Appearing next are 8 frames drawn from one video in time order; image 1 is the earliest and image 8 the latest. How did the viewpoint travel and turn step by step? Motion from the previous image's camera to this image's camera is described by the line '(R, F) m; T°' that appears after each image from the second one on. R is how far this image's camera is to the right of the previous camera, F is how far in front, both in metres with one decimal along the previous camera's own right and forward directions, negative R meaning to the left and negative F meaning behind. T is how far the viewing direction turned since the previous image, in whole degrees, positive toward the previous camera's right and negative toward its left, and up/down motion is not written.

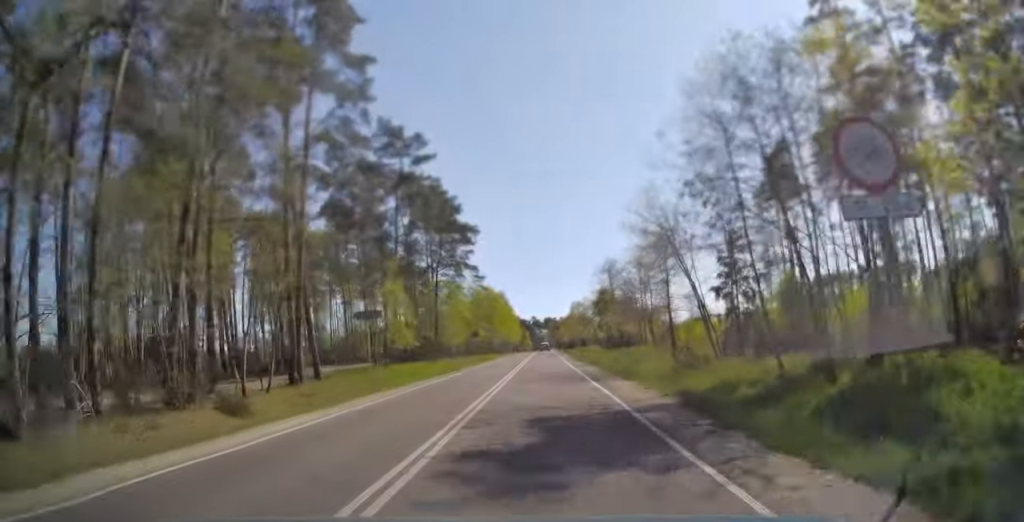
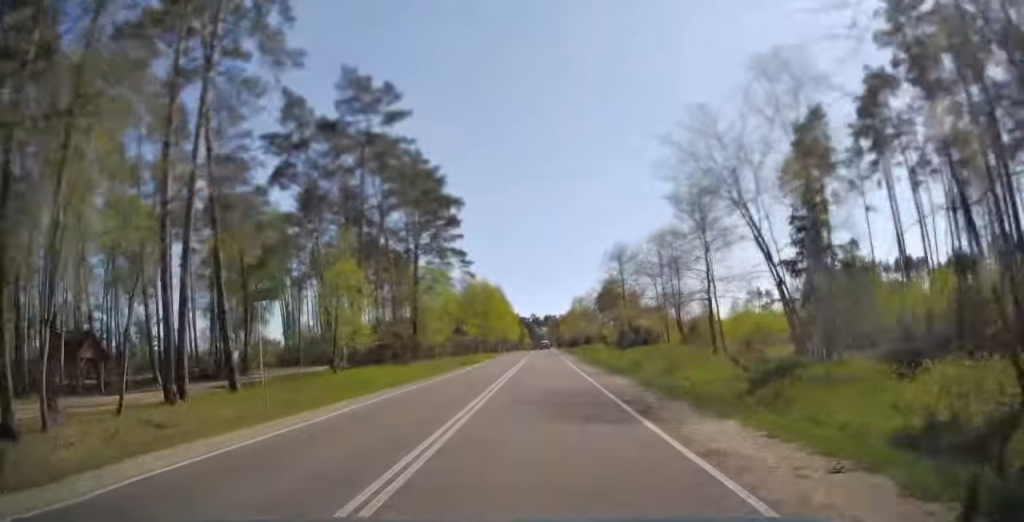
(0.0, +10.6) m; 0°
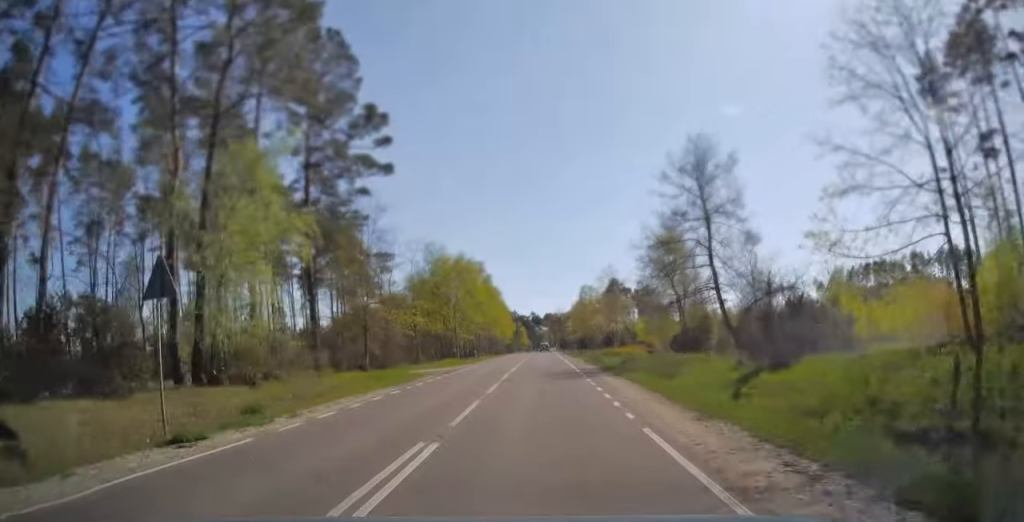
(0.0, +35.8) m; 0°
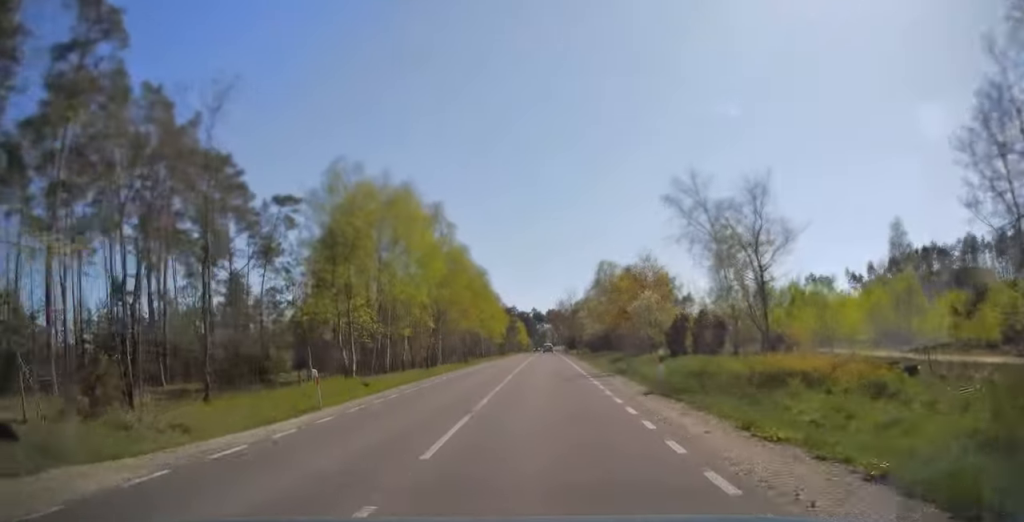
(-0.1, +38.1) m; 0°
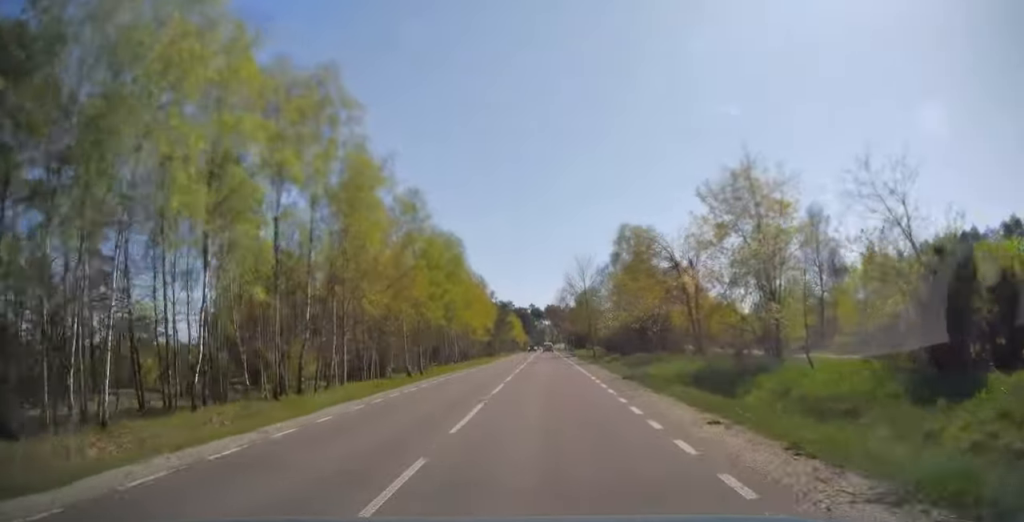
(+0.1, +27.5) m; 0°
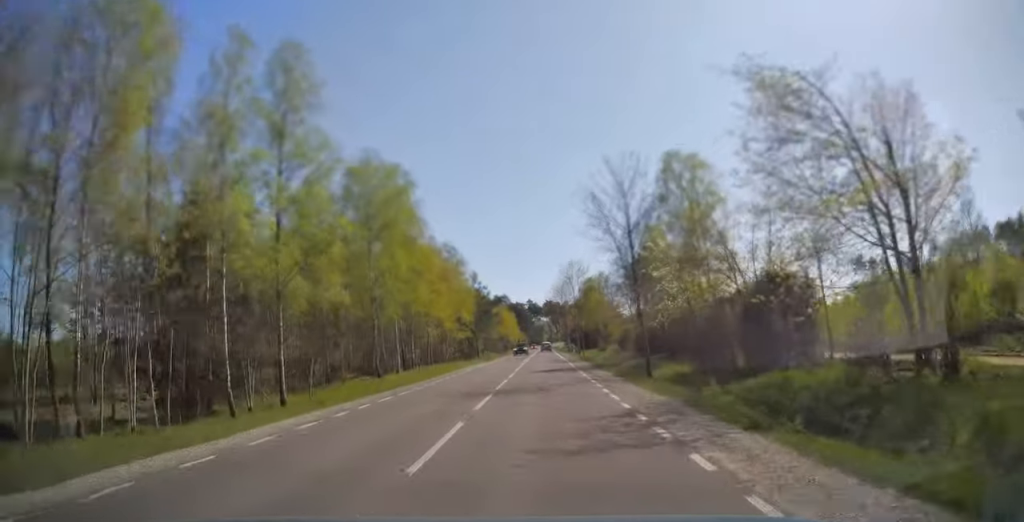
(-0.1, +26.2) m; 0°
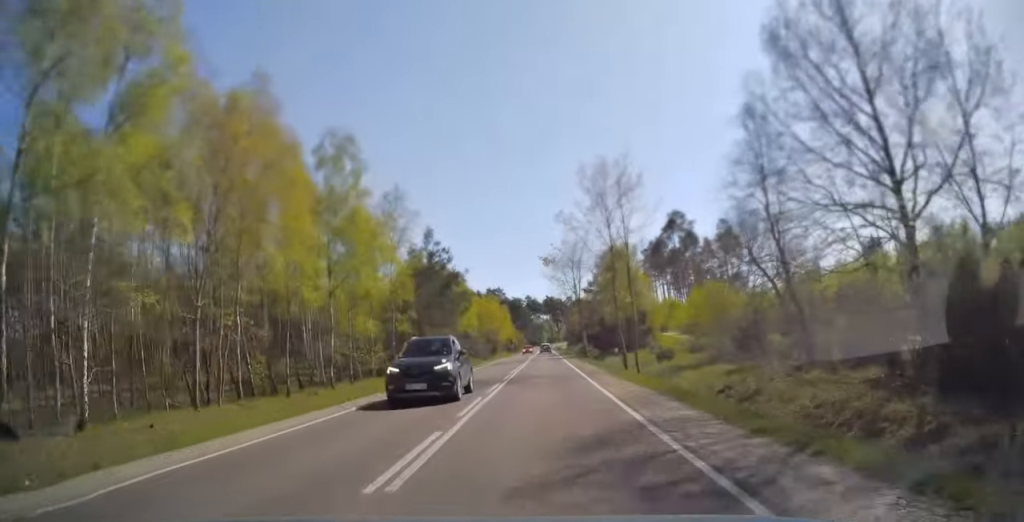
(+0.1, +36.1) m; 0°
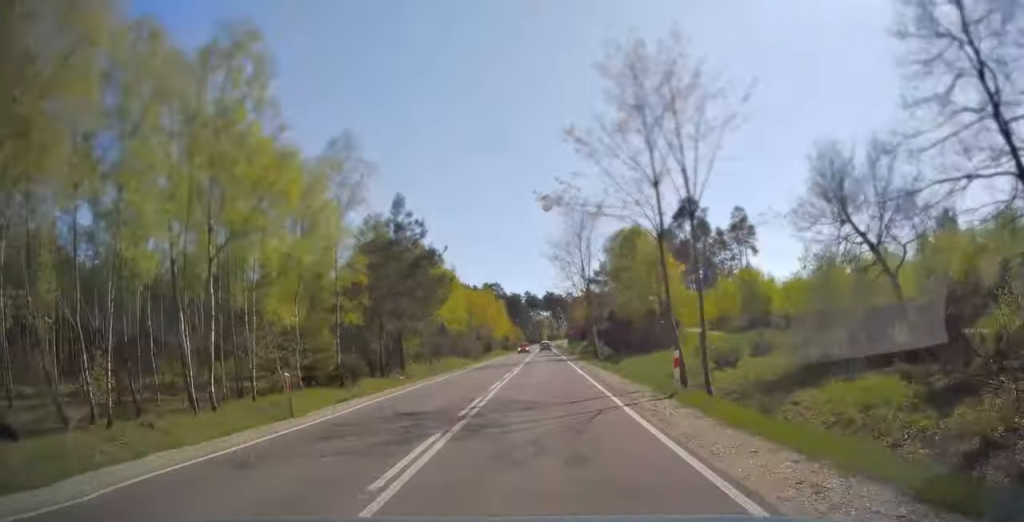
(0.0, +11.6) m; 0°
